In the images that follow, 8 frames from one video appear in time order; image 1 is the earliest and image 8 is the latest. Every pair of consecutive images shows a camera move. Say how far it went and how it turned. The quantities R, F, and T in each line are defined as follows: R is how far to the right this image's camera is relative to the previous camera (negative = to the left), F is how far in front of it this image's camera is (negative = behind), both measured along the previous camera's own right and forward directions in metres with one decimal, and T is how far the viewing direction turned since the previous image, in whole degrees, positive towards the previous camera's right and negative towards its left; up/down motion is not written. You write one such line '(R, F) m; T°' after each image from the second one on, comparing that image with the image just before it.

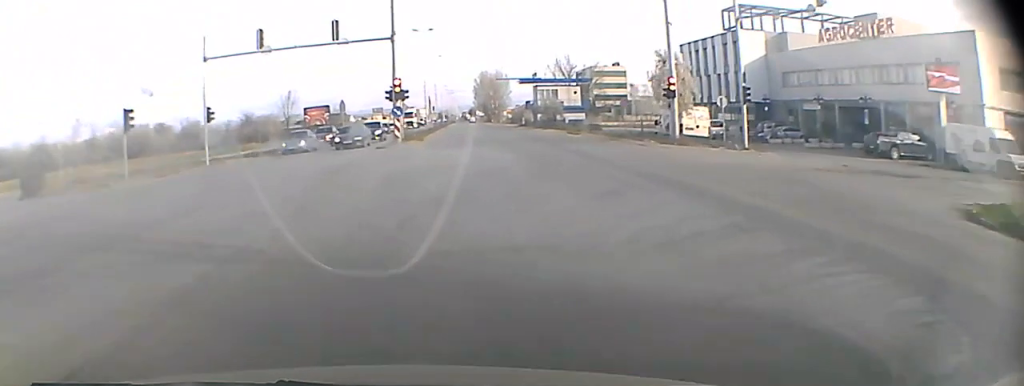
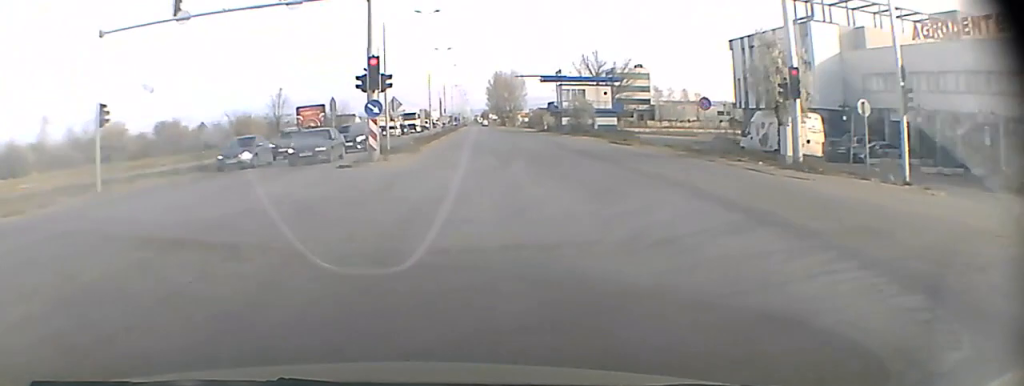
(0.0, +14.1) m; 0°
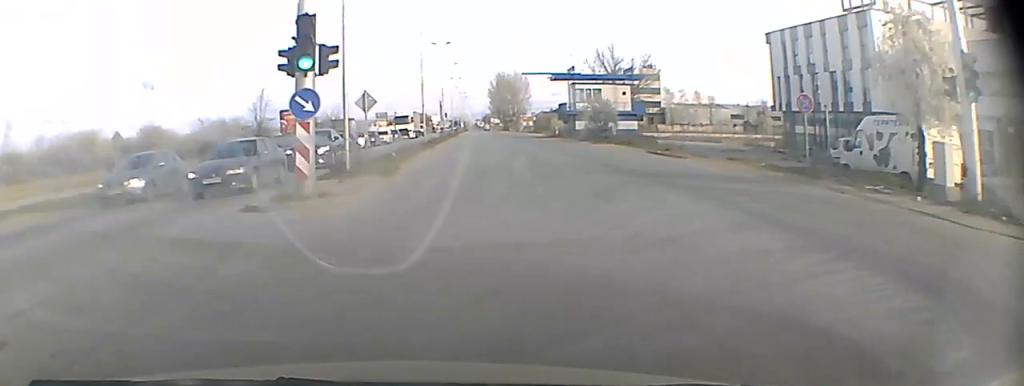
(0.0, +9.7) m; 0°
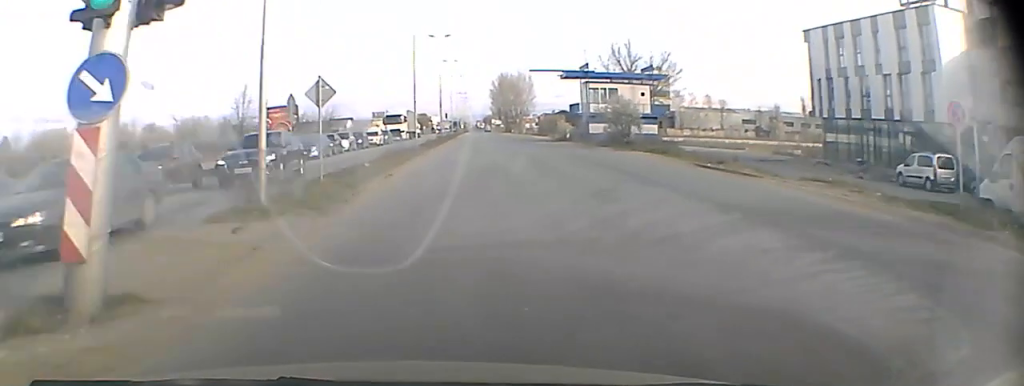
(0.0, +7.6) m; 0°
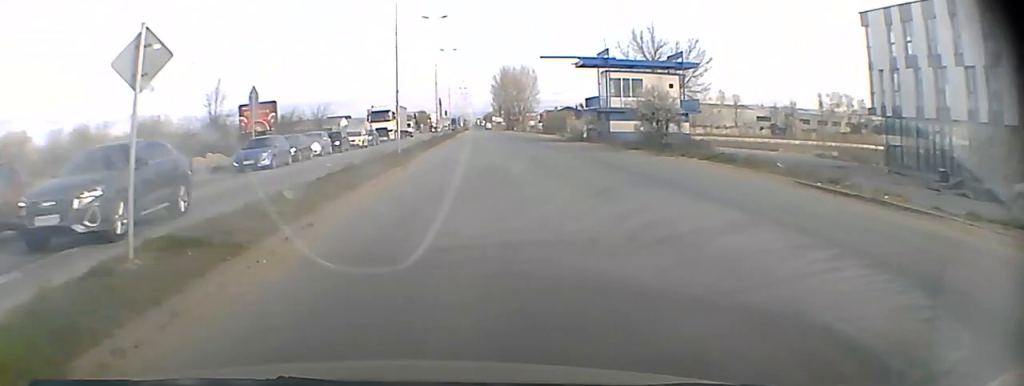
(0.0, +9.5) m; 0°
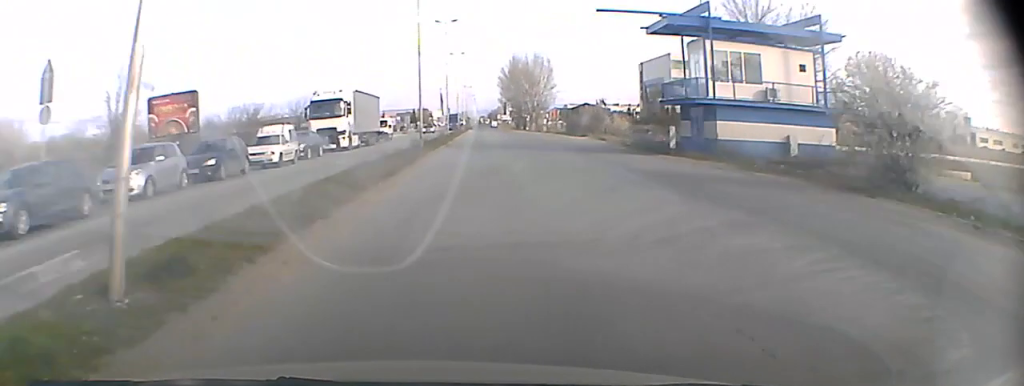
(-0.1, +23.0) m; 0°
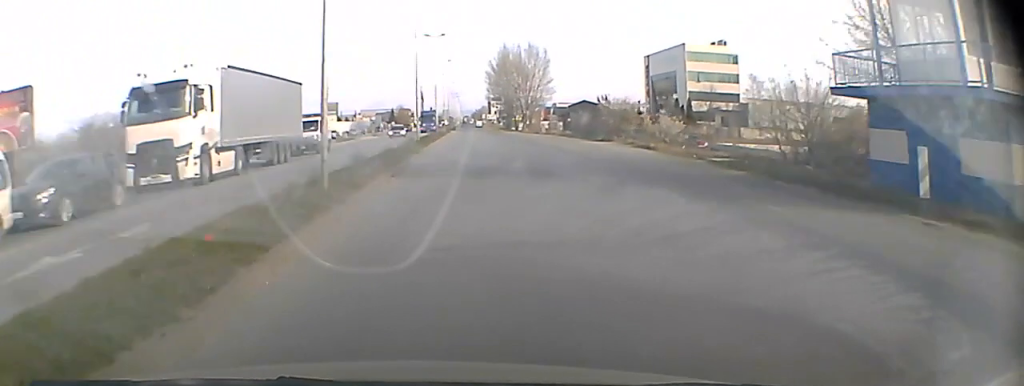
(0.0, +20.5) m; 0°
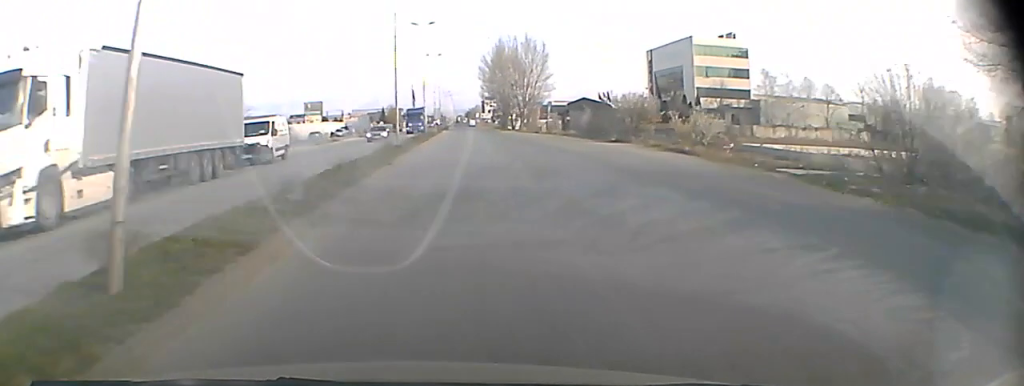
(0.0, +9.9) m; 0°
